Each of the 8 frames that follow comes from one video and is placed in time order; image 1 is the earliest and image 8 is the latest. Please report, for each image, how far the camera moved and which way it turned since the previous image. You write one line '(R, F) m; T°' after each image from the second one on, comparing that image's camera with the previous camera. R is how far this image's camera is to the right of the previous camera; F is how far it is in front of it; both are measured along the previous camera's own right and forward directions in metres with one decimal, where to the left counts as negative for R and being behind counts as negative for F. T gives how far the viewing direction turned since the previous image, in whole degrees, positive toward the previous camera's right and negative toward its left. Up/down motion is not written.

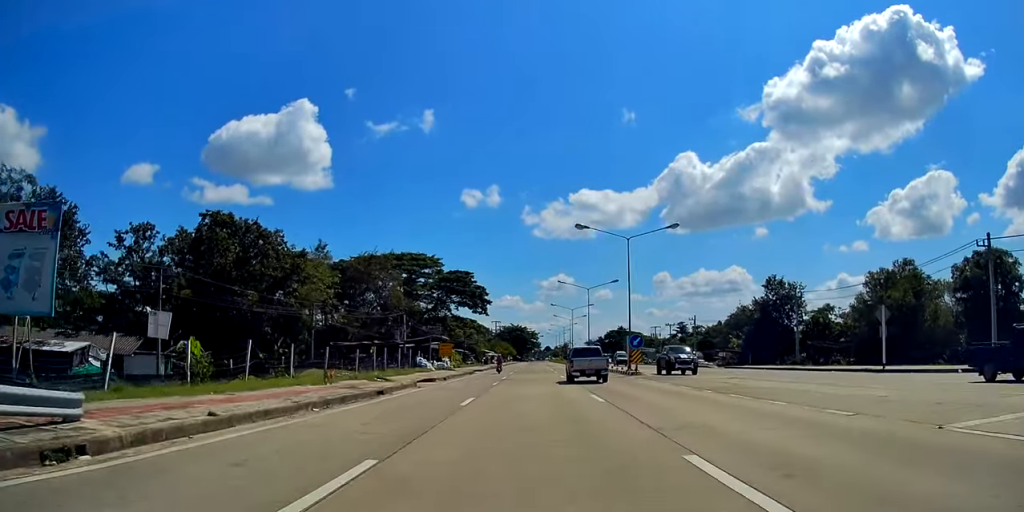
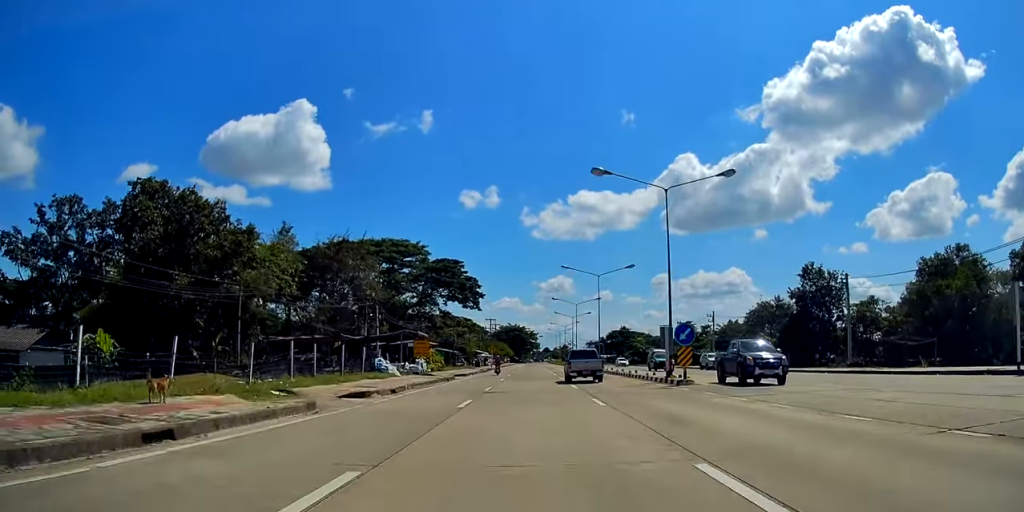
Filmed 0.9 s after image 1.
(-0.4, +13.0) m; +1°
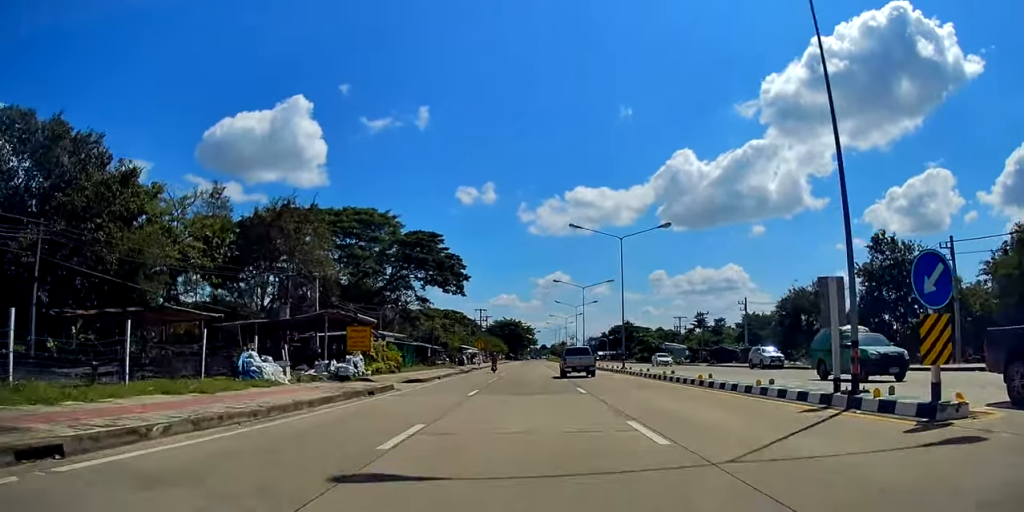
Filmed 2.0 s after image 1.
(+0.8, +17.5) m; +3°
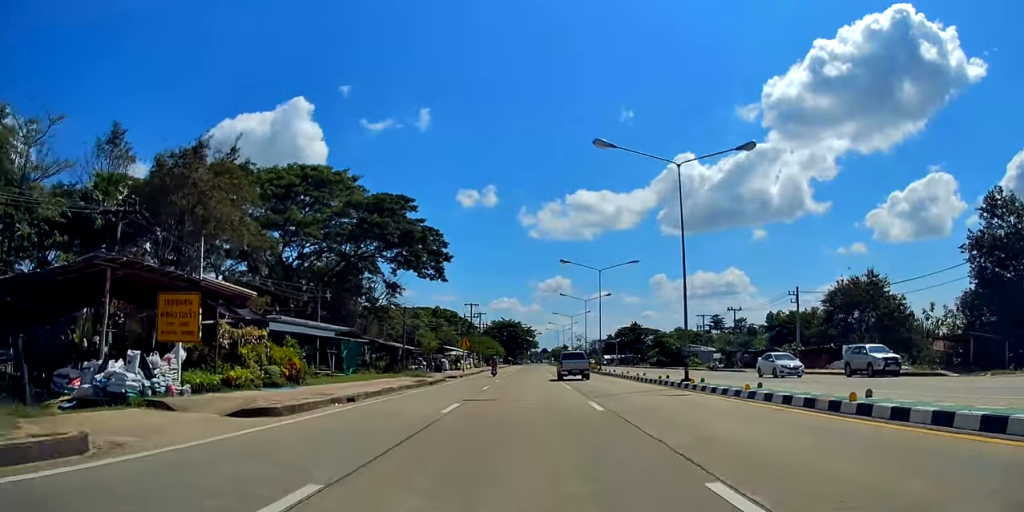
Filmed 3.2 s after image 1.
(+0.1, +17.3) m; -2°
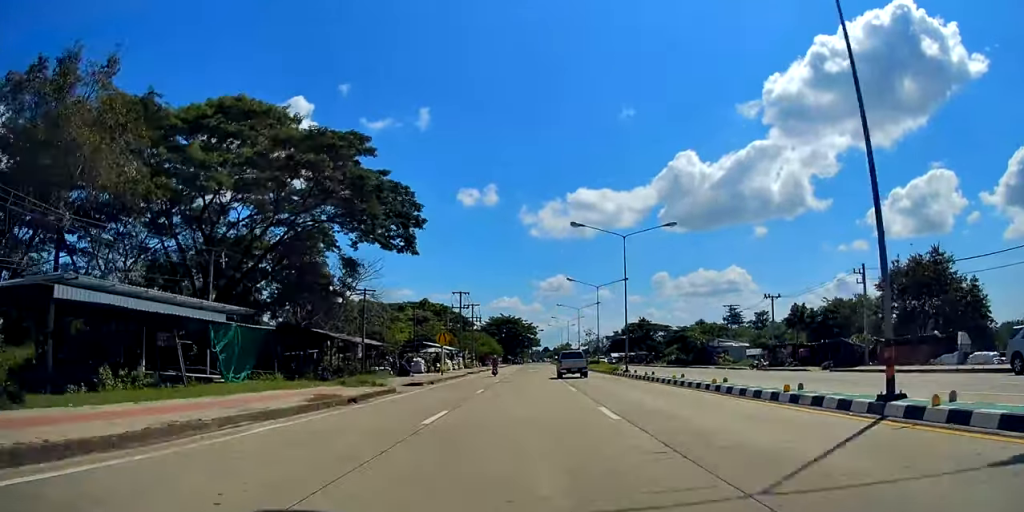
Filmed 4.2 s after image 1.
(-0.5, +15.0) m; -2°
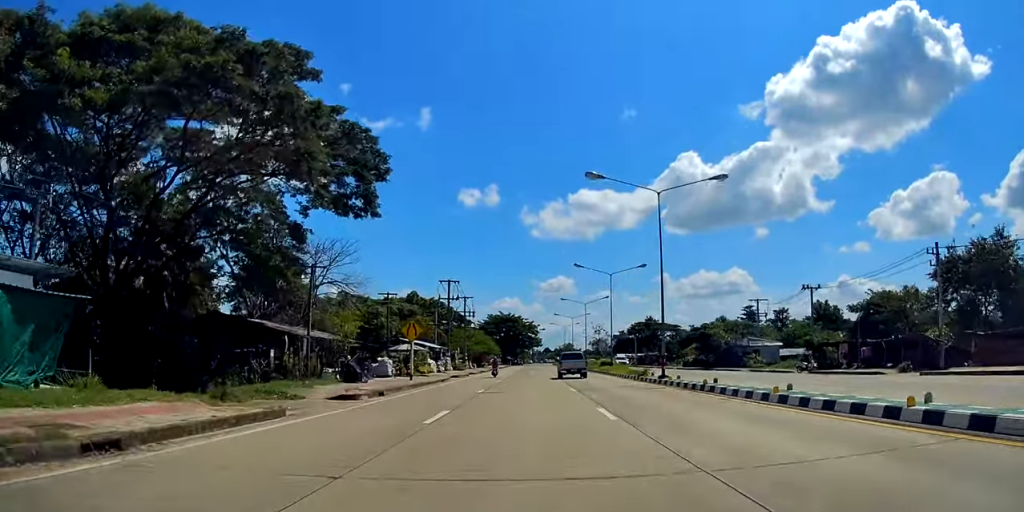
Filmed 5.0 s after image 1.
(-0.1, +11.3) m; 0°
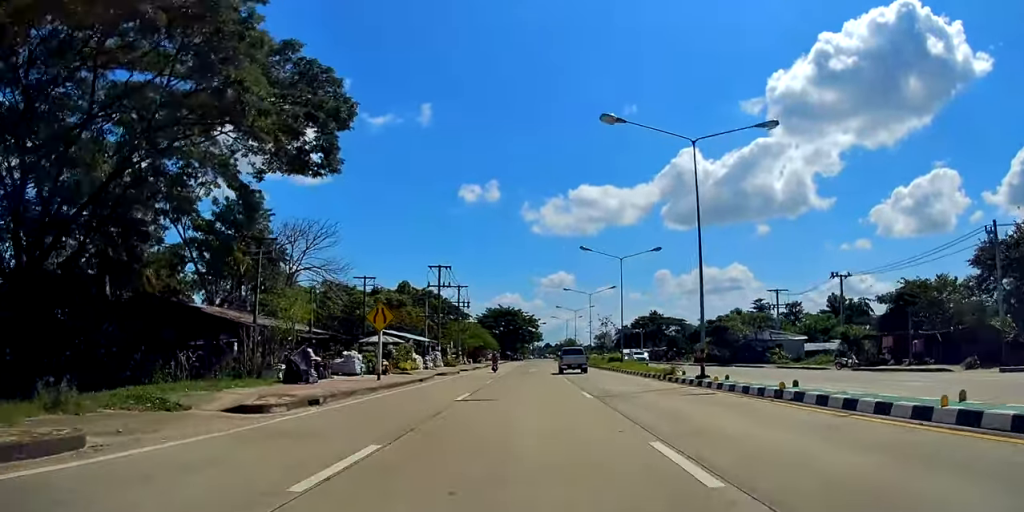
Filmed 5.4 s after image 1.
(+0.4, +6.9) m; 0°
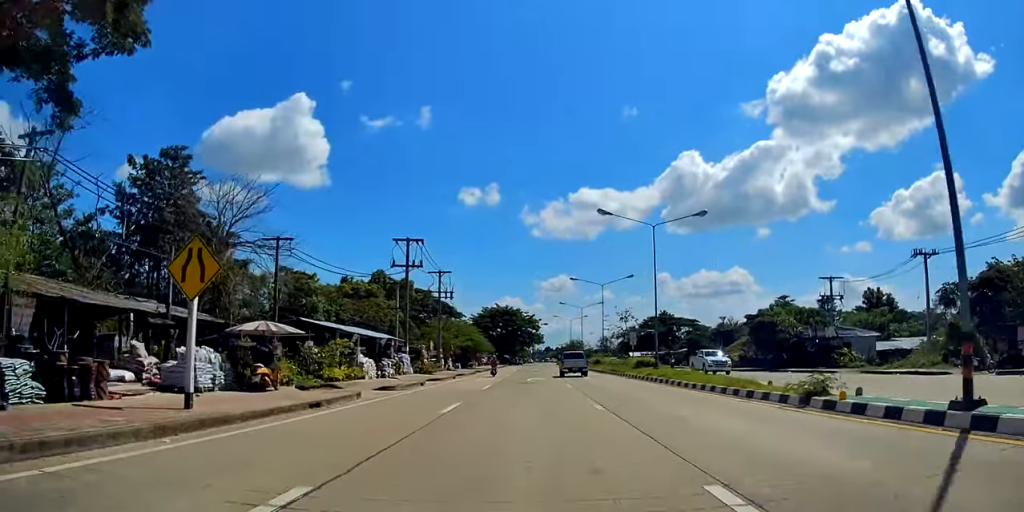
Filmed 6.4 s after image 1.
(-0.5, +14.5) m; 0°
